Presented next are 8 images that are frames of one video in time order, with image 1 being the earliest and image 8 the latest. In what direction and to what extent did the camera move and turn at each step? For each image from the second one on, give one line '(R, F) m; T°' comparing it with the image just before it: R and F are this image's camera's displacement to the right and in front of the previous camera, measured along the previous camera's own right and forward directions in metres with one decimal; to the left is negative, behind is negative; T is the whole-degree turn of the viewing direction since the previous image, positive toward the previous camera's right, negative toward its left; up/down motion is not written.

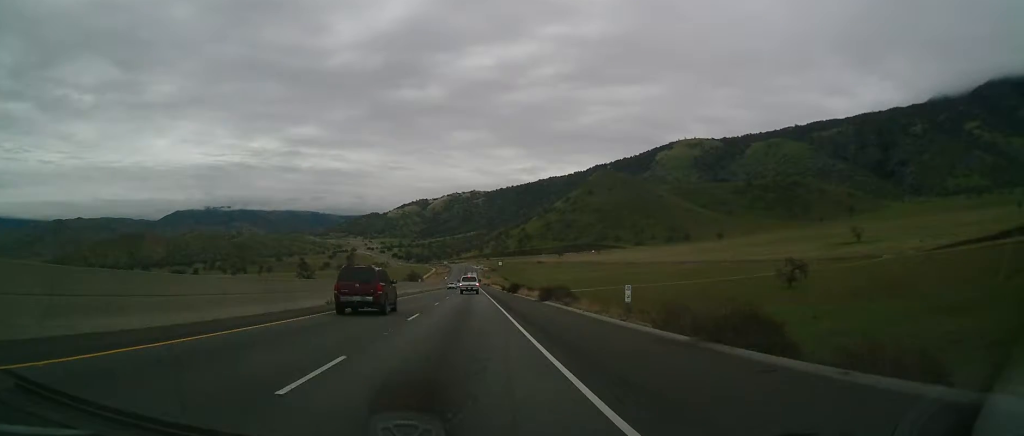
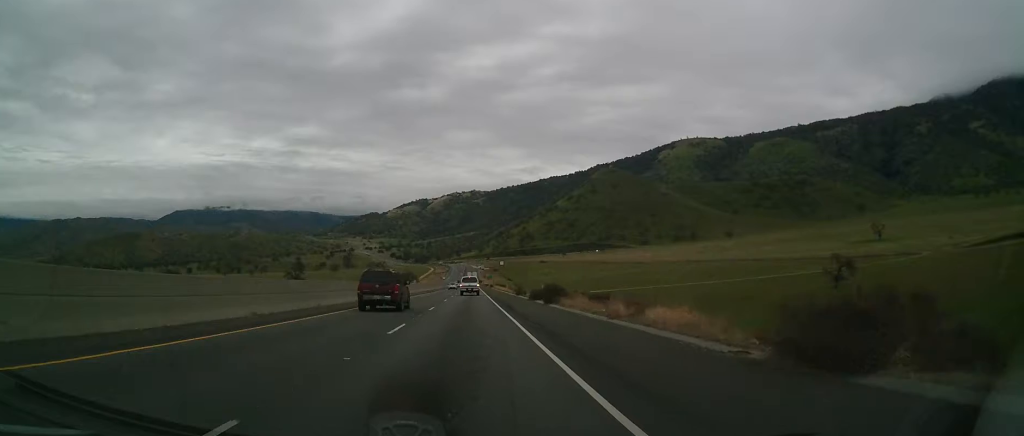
(+0.1, +34.5) m; 0°
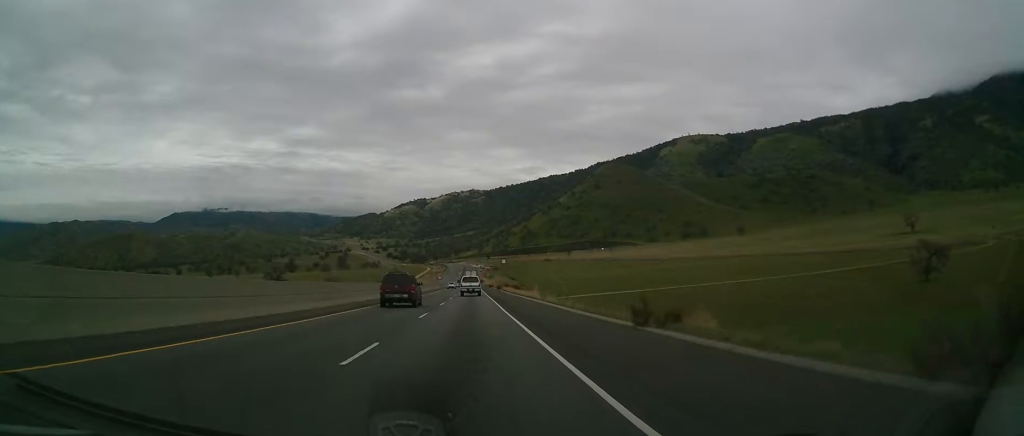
(+0.5, +49.8) m; +1°
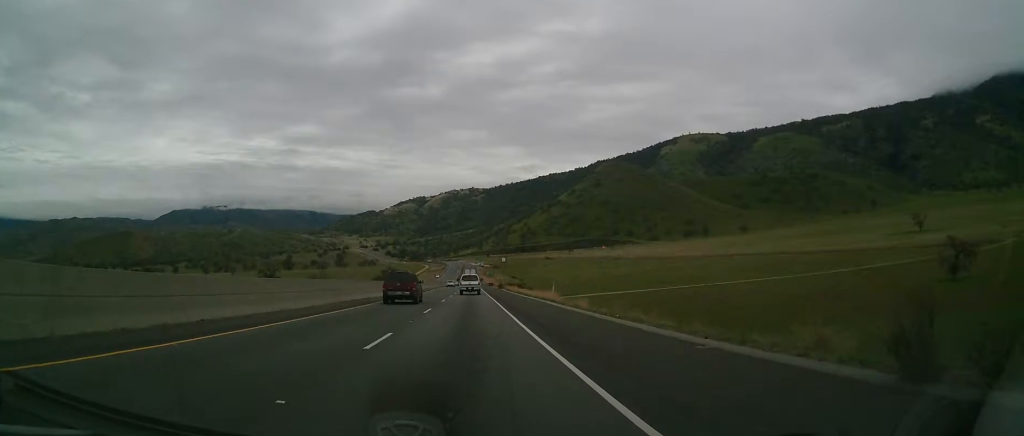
(+0.3, +12.2) m; 0°
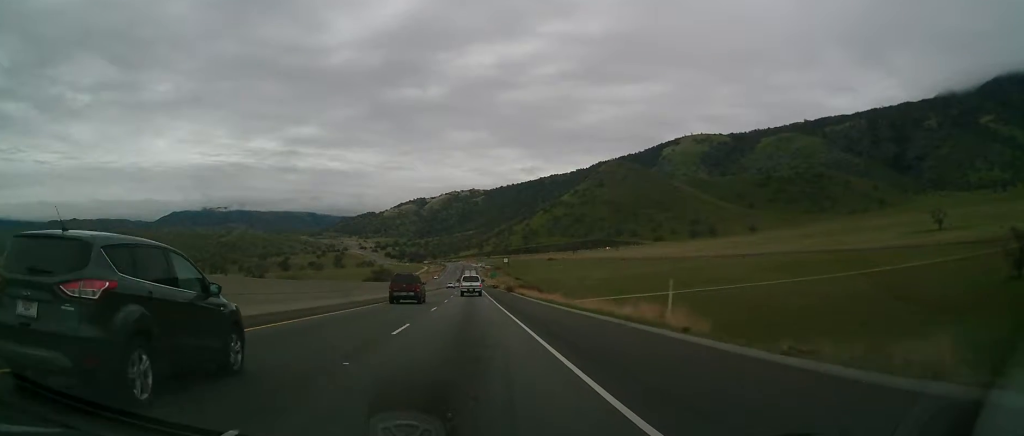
(-0.6, +25.5) m; 0°
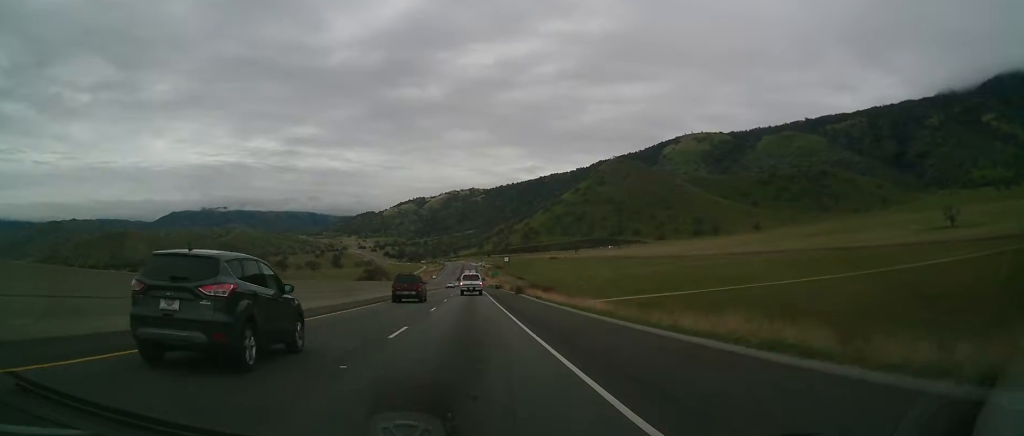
(+0.1, +15.4) m; 0°
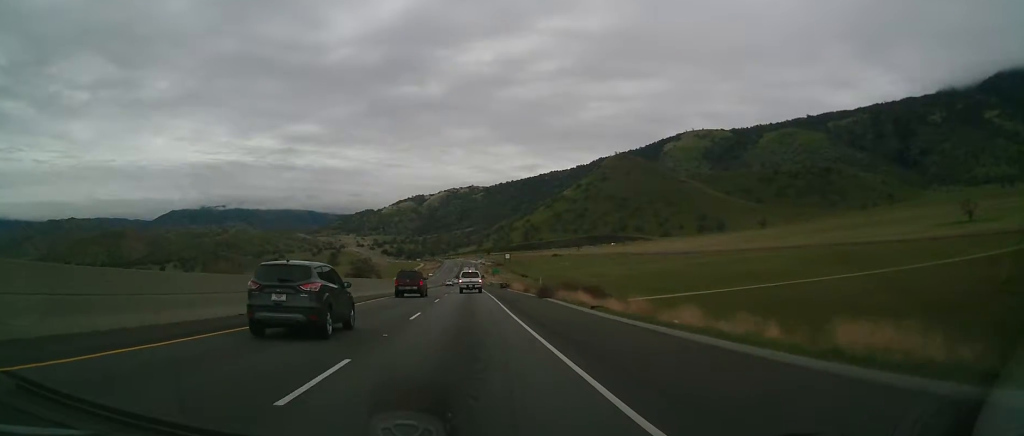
(+0.3, +23.5) m; 0°
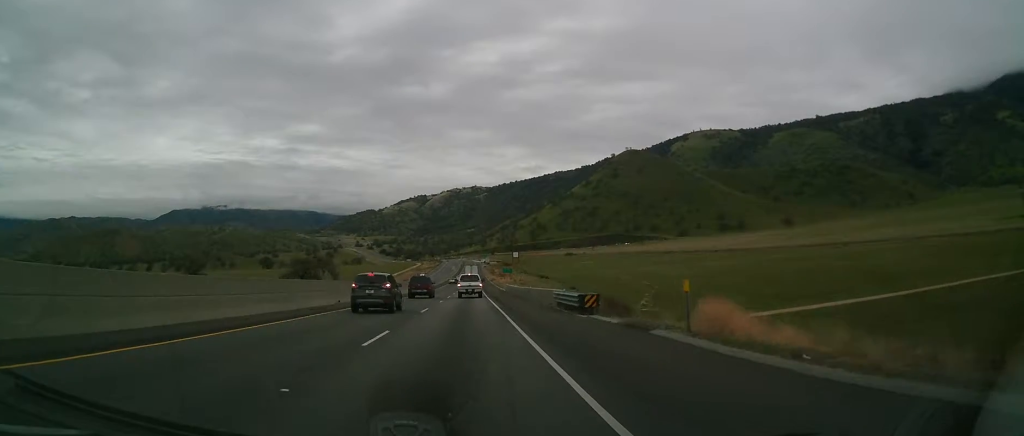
(-0.8, +66.8) m; -1°
